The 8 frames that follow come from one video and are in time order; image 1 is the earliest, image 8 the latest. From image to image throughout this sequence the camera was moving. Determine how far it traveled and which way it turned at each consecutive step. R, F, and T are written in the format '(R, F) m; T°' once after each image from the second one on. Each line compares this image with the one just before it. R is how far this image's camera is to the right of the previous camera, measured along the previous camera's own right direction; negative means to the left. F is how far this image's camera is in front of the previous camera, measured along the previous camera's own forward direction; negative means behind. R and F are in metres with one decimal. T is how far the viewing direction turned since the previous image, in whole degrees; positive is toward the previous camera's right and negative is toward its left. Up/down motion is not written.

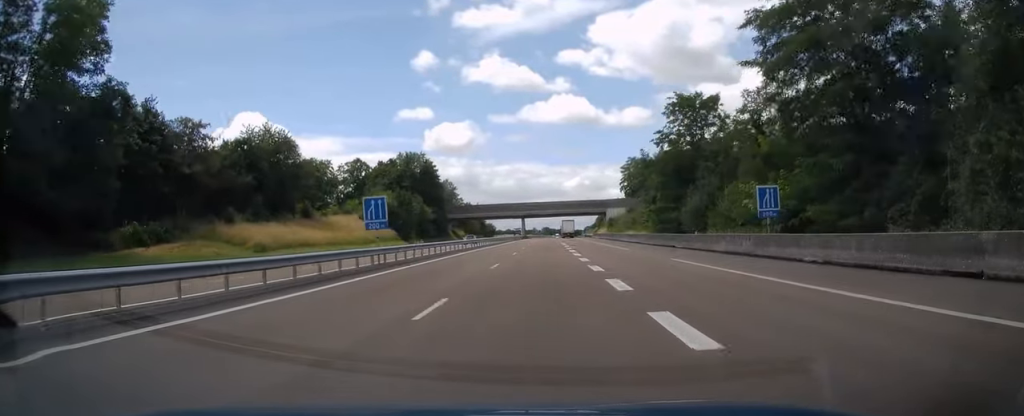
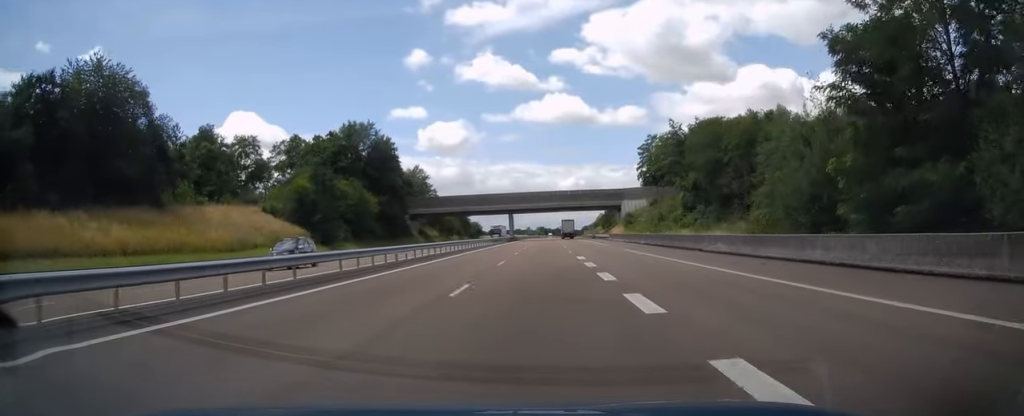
(+0.2, +39.6) m; 0°
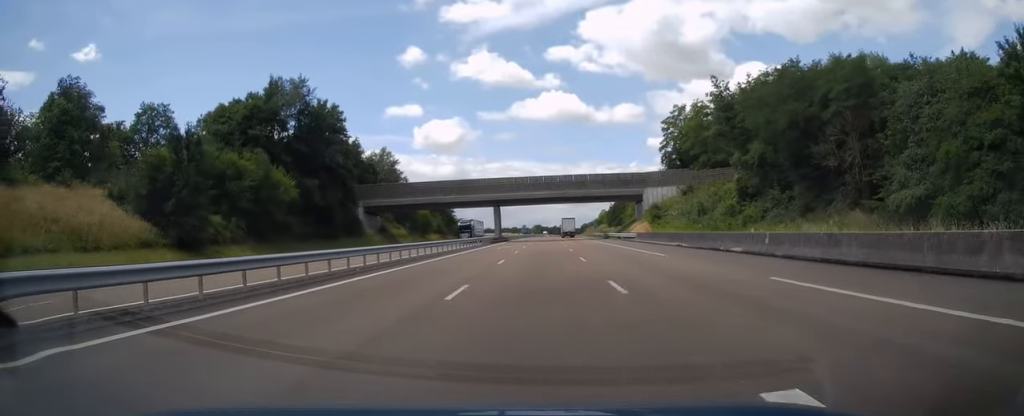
(0.0, +28.3) m; 0°
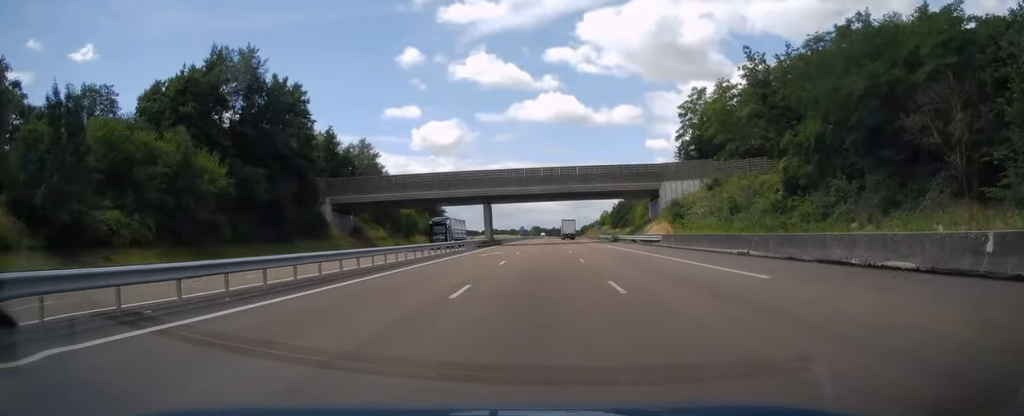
(0.0, +13.0) m; 0°
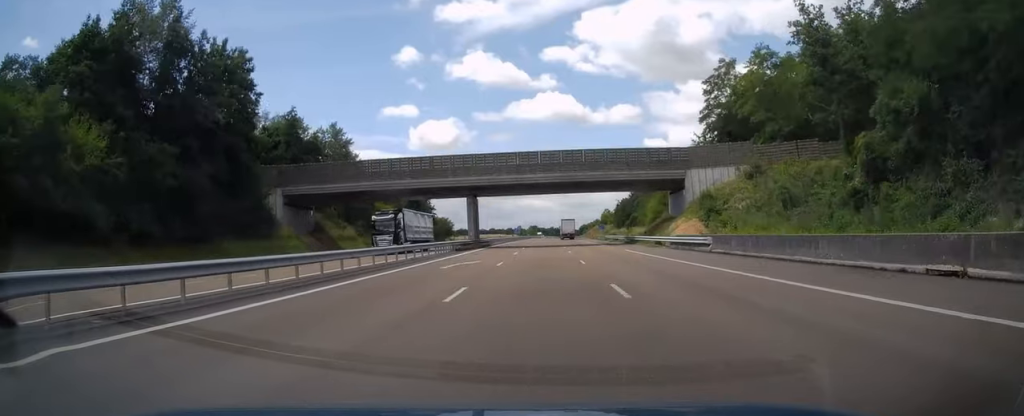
(0.0, +13.6) m; 0°
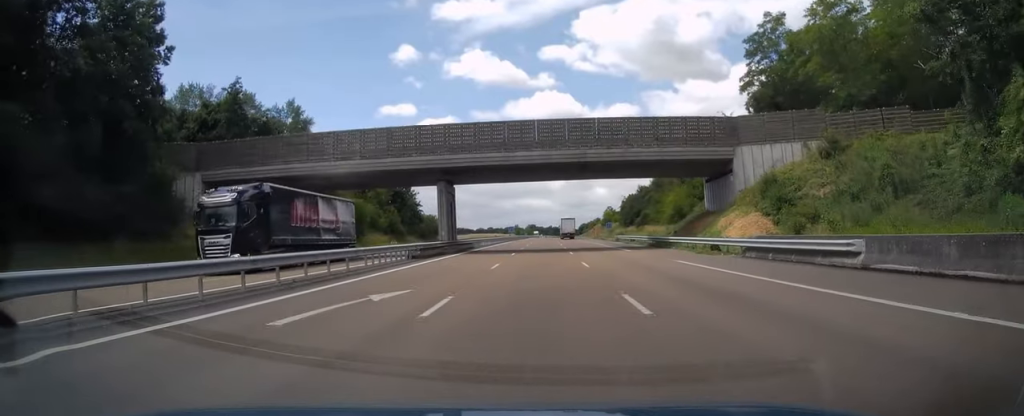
(0.0, +14.9) m; 0°
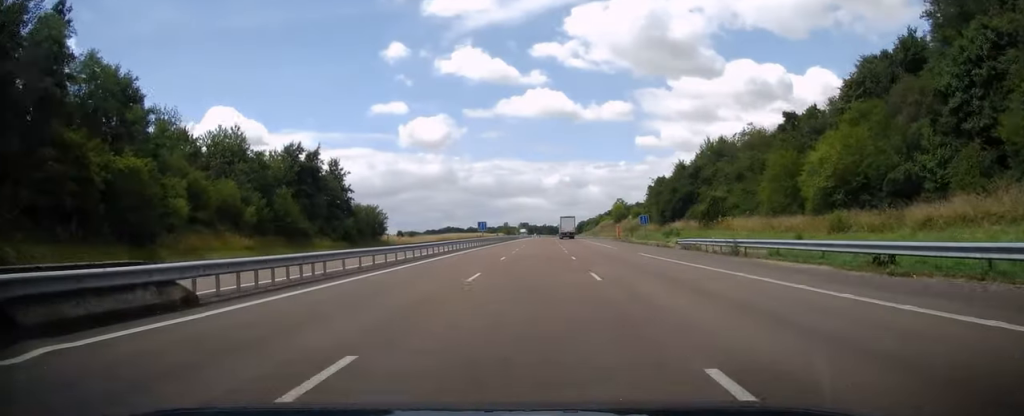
(+0.4, +42.8) m; +1°
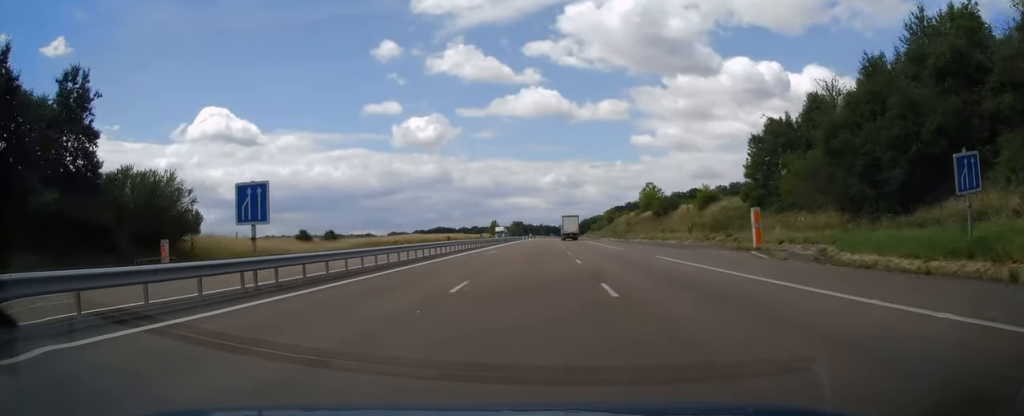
(0.0, +57.6) m; 0°
